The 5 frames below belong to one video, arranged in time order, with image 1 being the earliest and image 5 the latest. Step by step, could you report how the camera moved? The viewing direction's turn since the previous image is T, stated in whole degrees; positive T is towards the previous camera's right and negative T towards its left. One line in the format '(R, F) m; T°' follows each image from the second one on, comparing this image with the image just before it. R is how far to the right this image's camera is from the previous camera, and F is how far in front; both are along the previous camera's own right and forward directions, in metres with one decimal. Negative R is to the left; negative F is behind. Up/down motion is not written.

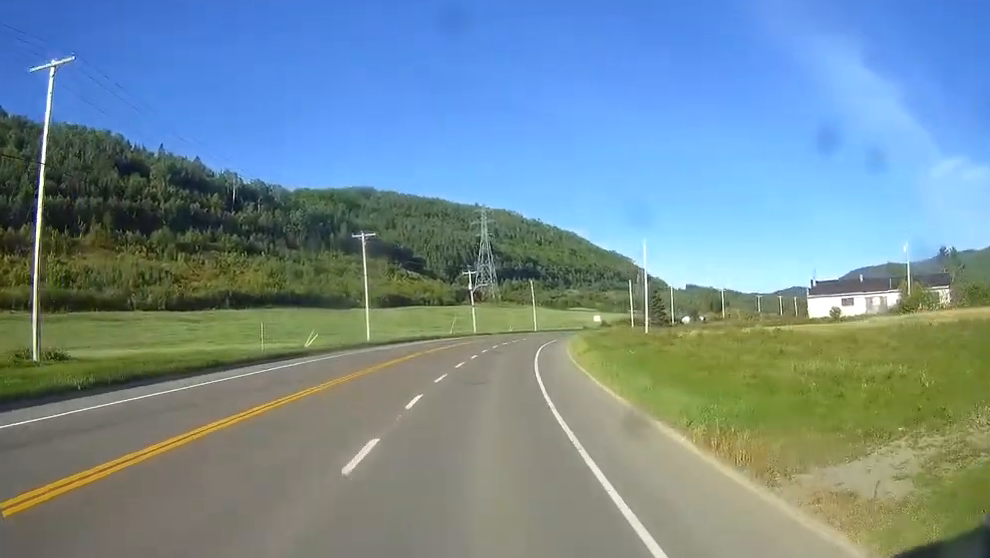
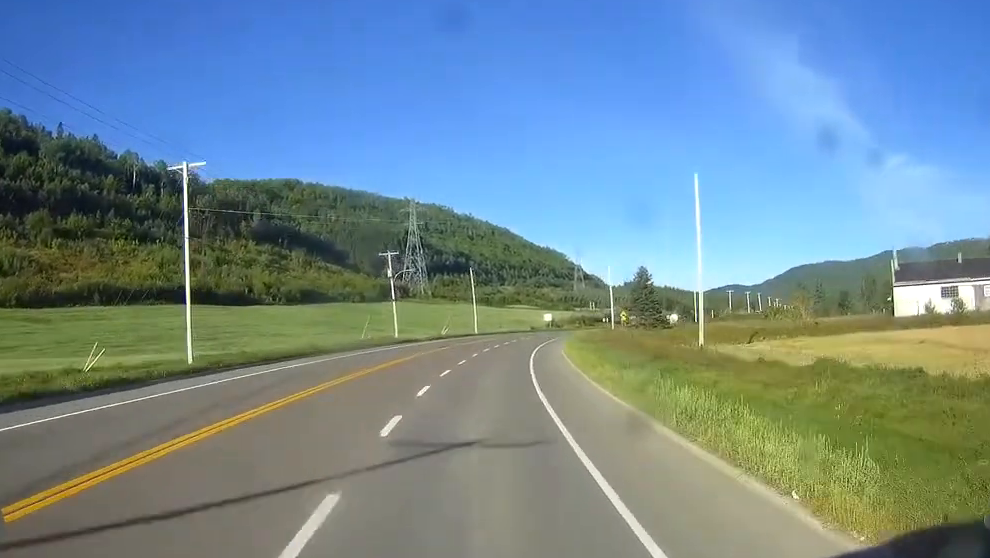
(+1.0, +40.5) m; +4°
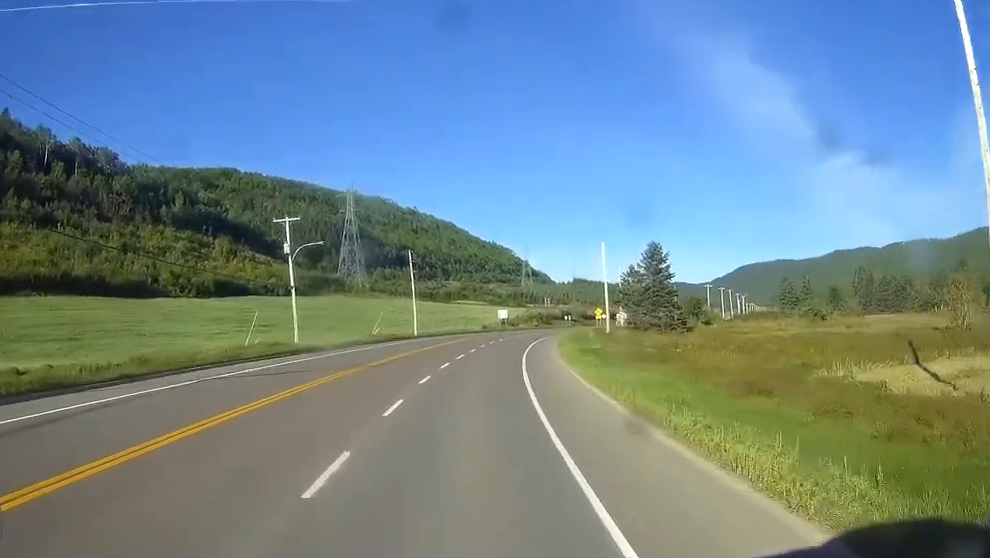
(+1.5, +32.6) m; +4°
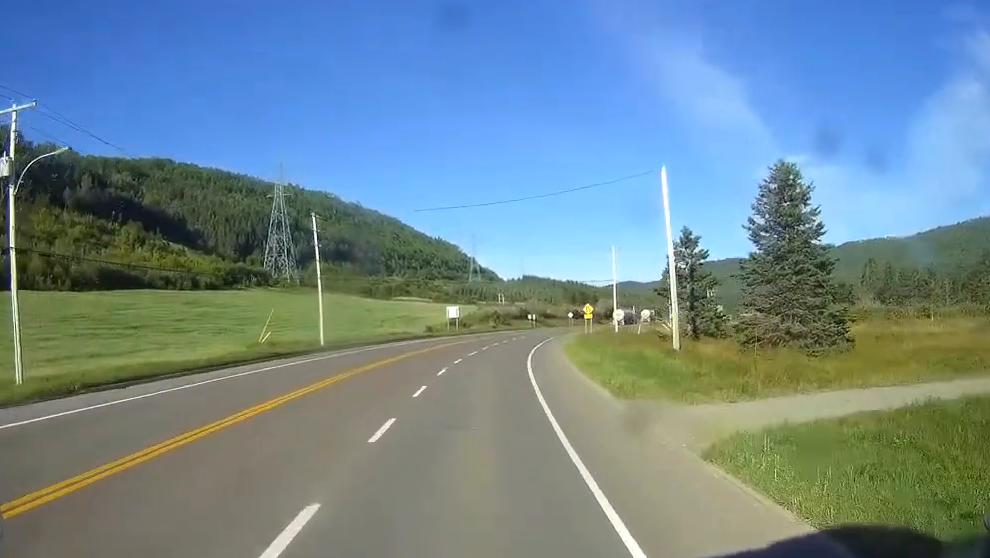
(+1.8, +39.8) m; +5°
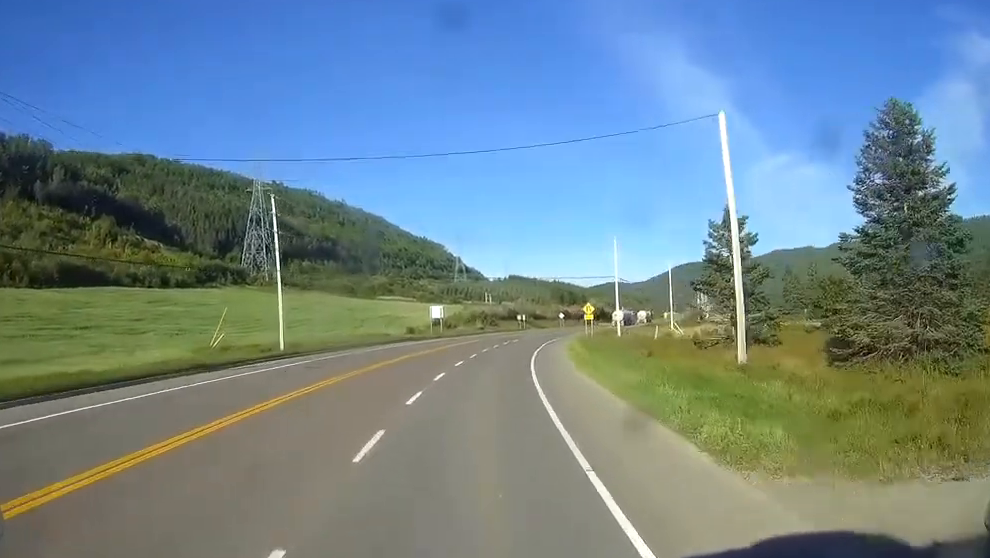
(+0.1, +11.2) m; +1°
